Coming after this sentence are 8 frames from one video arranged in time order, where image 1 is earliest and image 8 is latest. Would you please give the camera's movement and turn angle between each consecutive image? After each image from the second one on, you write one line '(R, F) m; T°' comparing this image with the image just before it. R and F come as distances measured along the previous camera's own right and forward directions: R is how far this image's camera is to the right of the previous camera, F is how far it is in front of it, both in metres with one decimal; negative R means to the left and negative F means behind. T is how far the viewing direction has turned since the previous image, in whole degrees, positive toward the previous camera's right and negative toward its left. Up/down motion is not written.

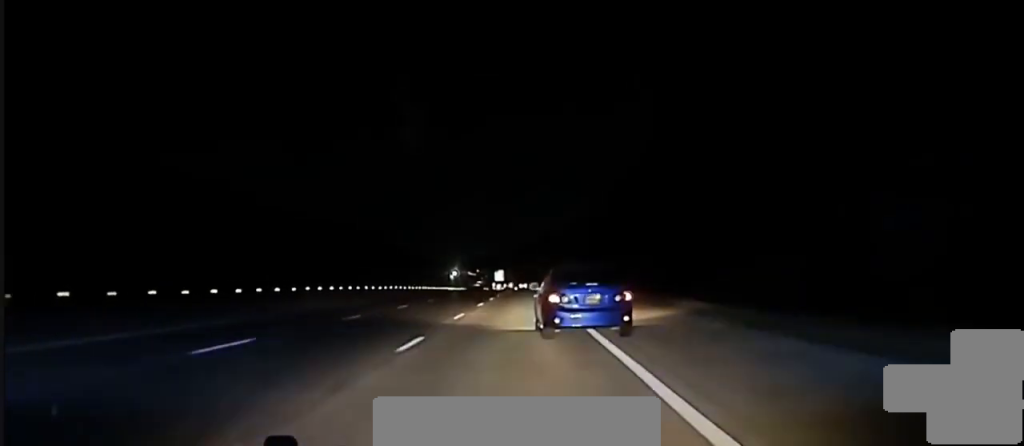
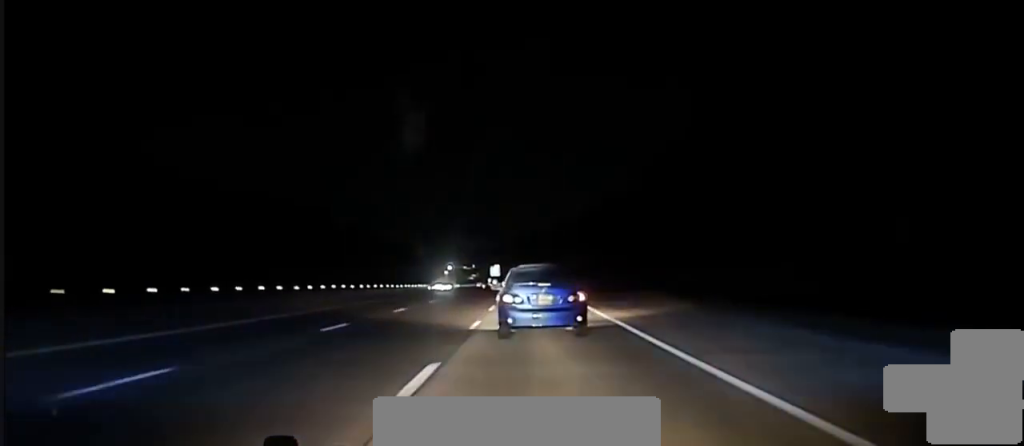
(-0.3, +44.9) m; 0°
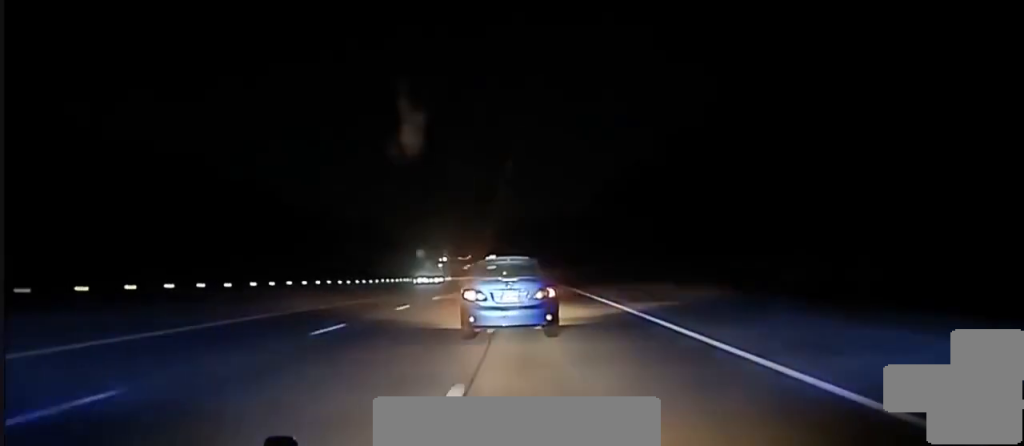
(+0.3, +38.5) m; 0°
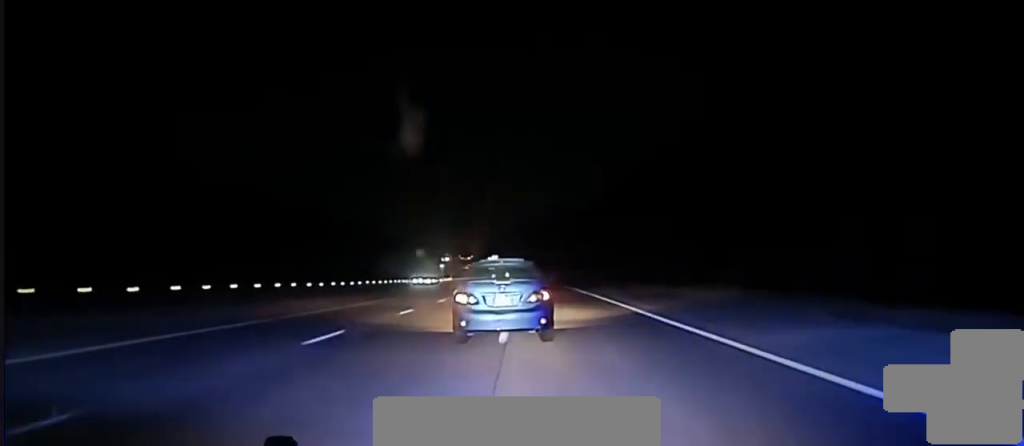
(-0.1, +12.8) m; 0°
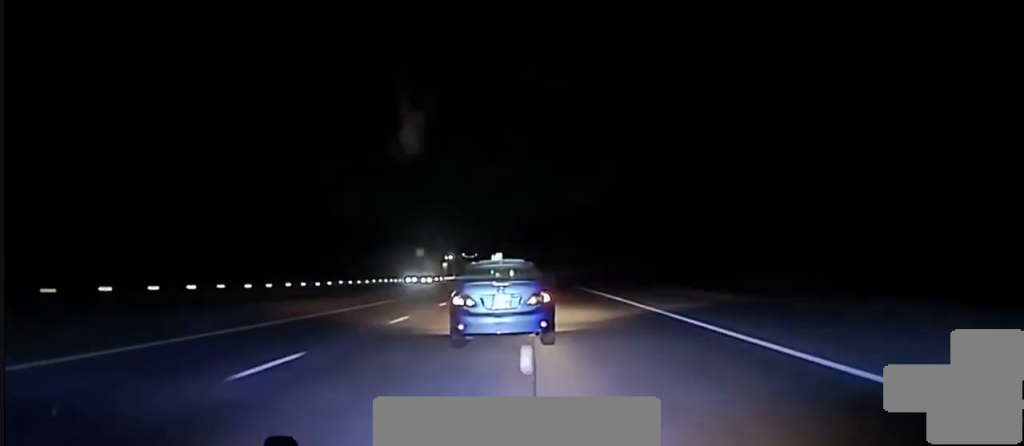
(-0.1, +15.5) m; 0°
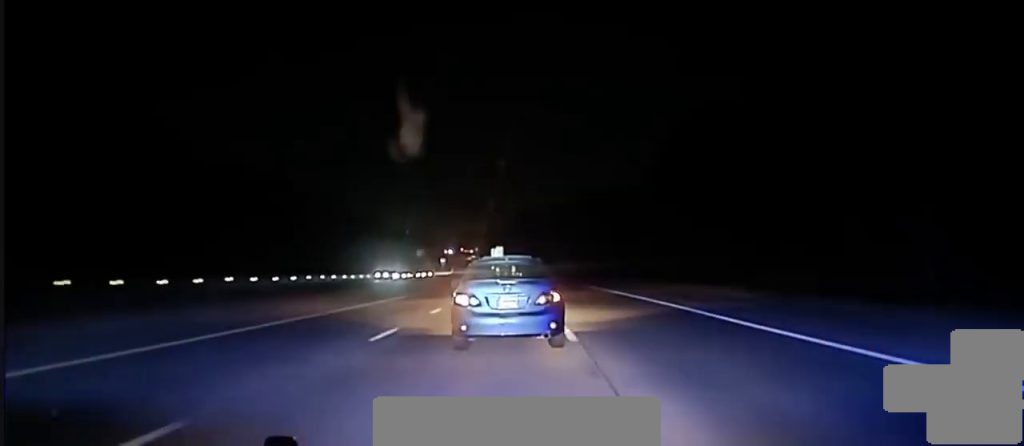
(0.0, +28.5) m; 0°
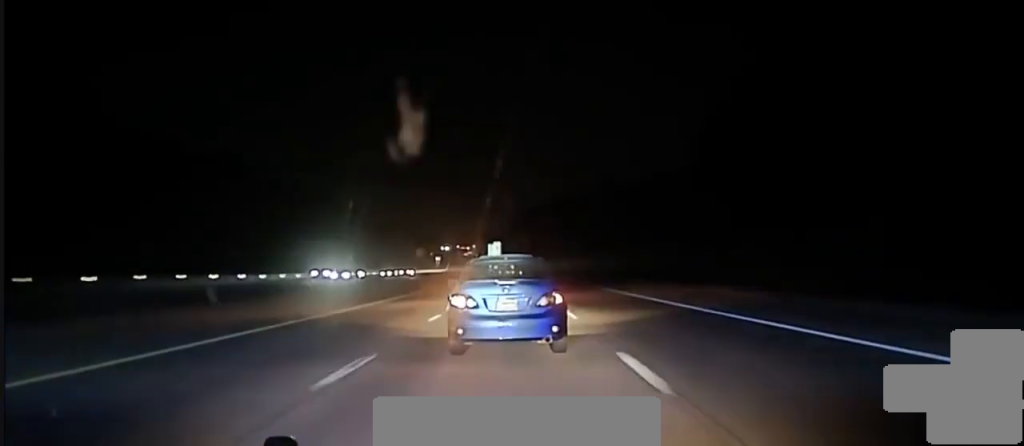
(0.0, +30.4) m; 0°
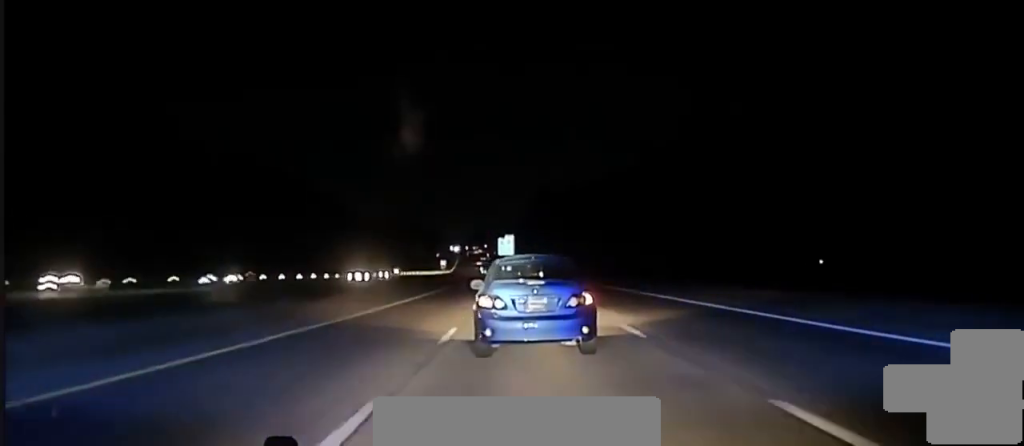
(-0.5, +75.2) m; -1°
